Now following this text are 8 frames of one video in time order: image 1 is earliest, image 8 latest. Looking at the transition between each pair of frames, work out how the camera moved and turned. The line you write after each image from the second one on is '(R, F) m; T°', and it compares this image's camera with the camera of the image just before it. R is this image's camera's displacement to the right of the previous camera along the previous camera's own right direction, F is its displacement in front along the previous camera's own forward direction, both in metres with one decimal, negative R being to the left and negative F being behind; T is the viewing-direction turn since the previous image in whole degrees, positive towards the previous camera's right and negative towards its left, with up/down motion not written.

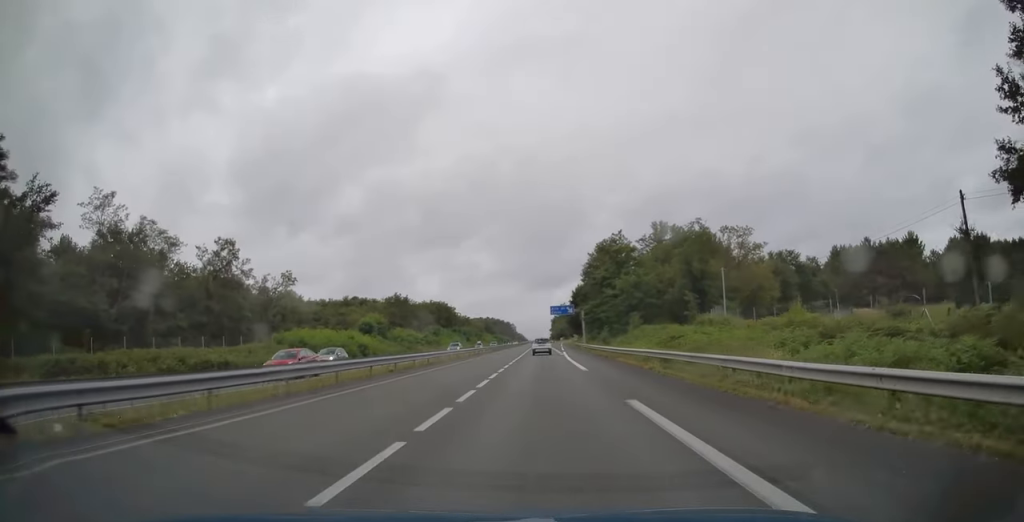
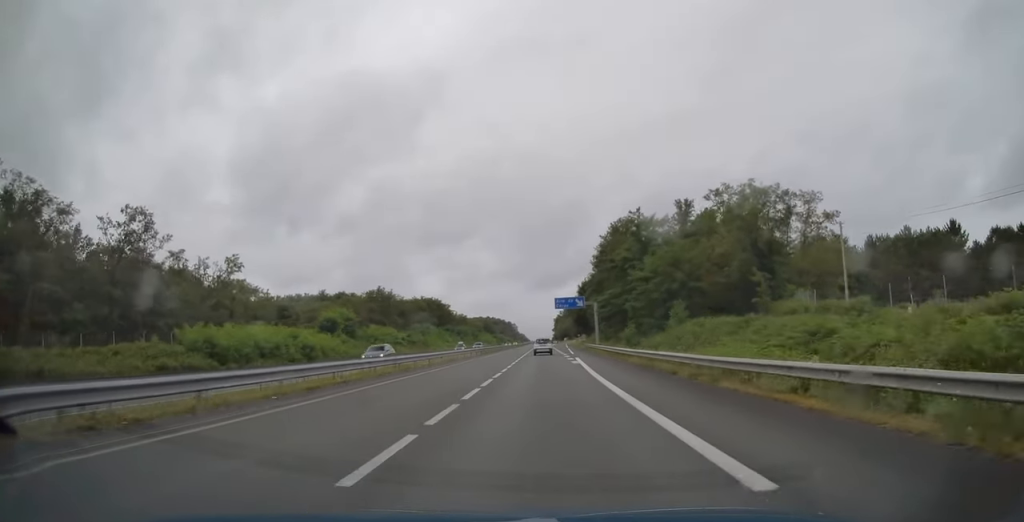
(-0.1, +20.5) m; 0°
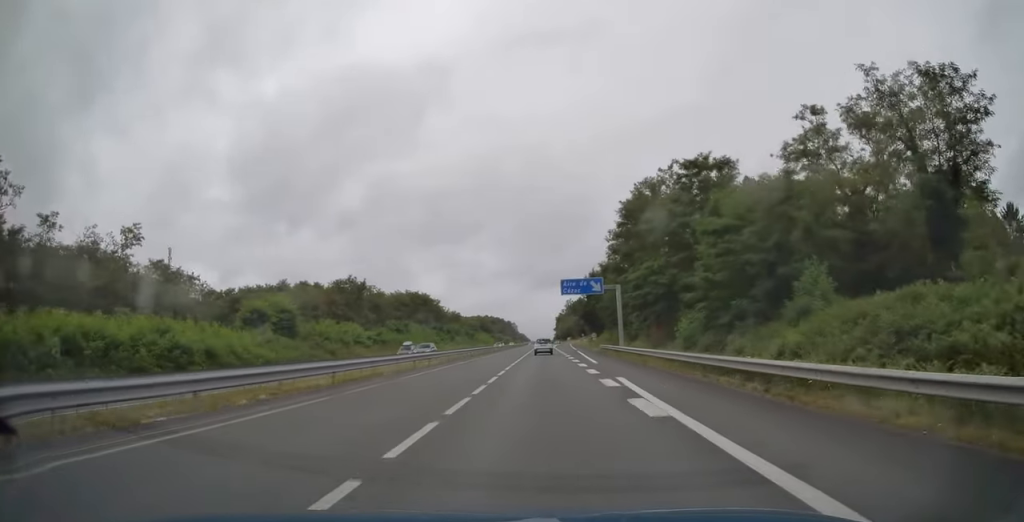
(0.0, +24.2) m; 0°
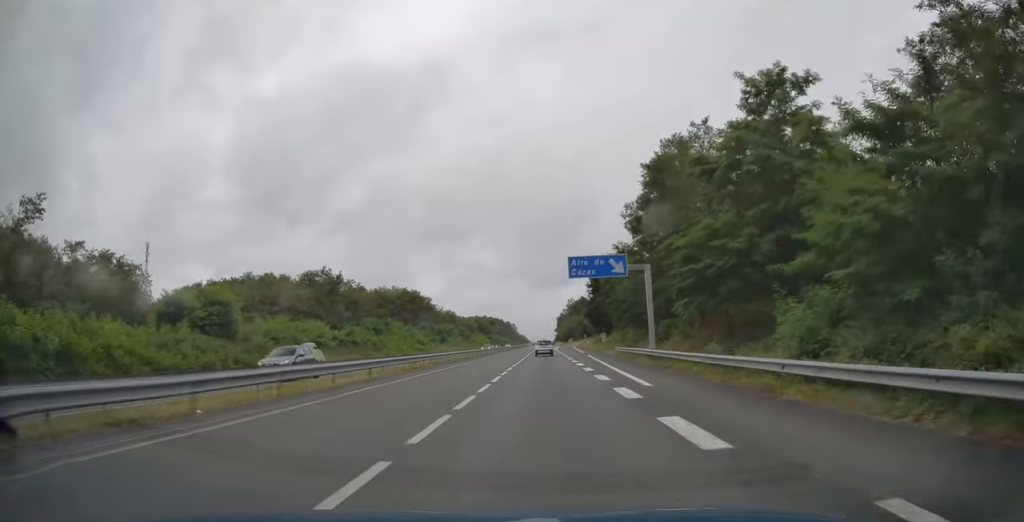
(0.0, +16.2) m; 0°
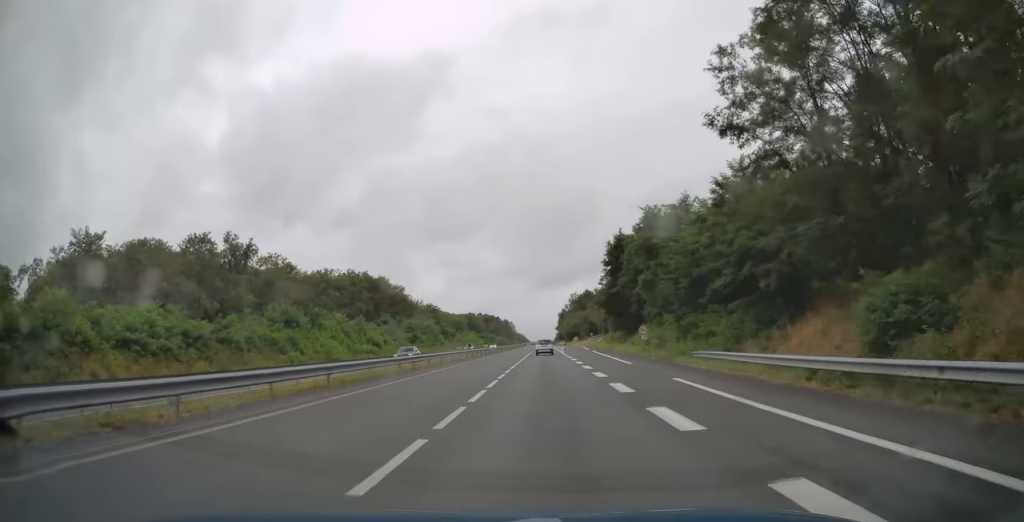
(0.0, +36.6) m; 0°
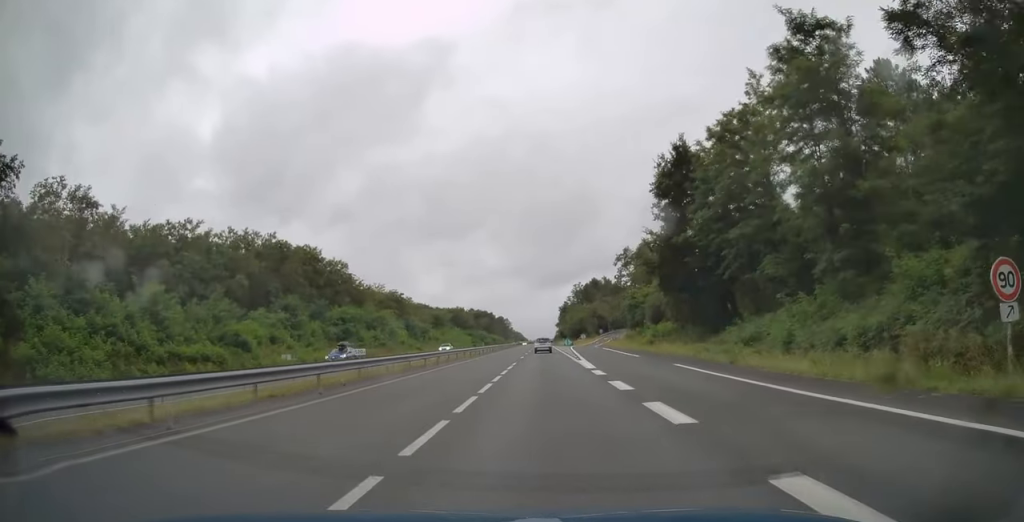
(0.0, +44.8) m; 0°
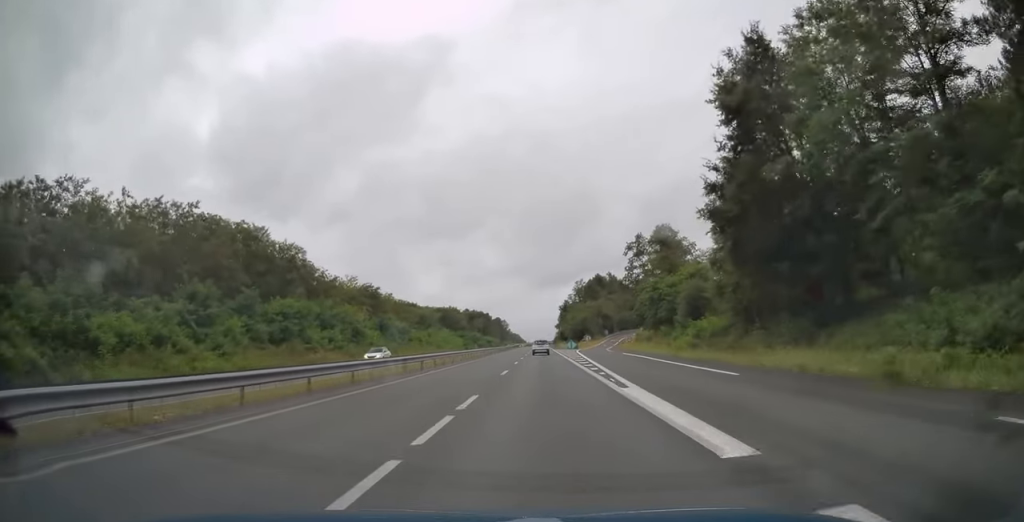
(0.0, +20.5) m; 0°
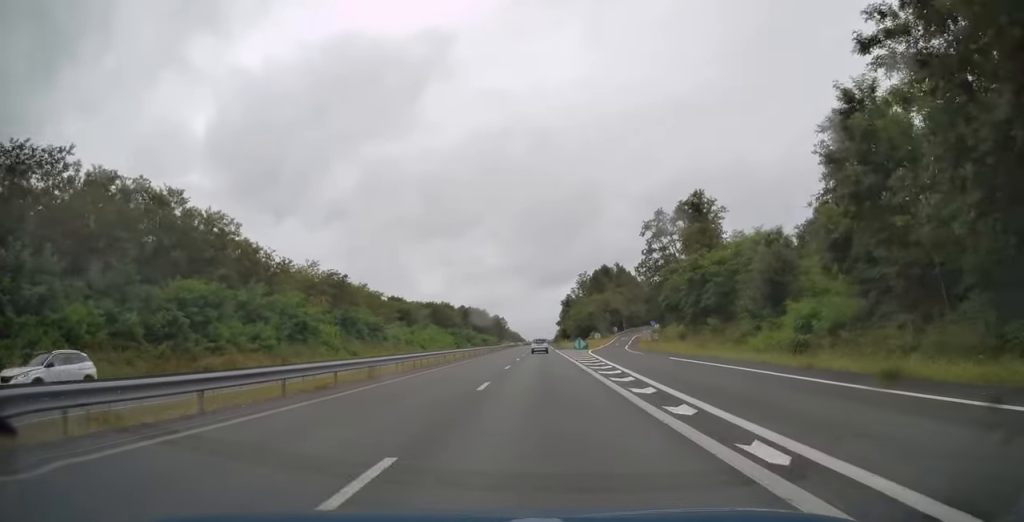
(0.0, +21.6) m; 0°
